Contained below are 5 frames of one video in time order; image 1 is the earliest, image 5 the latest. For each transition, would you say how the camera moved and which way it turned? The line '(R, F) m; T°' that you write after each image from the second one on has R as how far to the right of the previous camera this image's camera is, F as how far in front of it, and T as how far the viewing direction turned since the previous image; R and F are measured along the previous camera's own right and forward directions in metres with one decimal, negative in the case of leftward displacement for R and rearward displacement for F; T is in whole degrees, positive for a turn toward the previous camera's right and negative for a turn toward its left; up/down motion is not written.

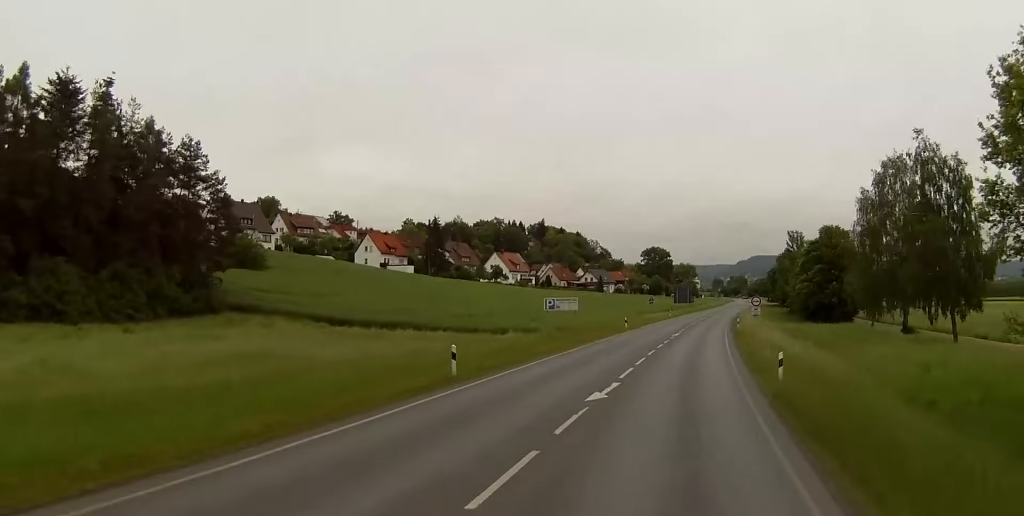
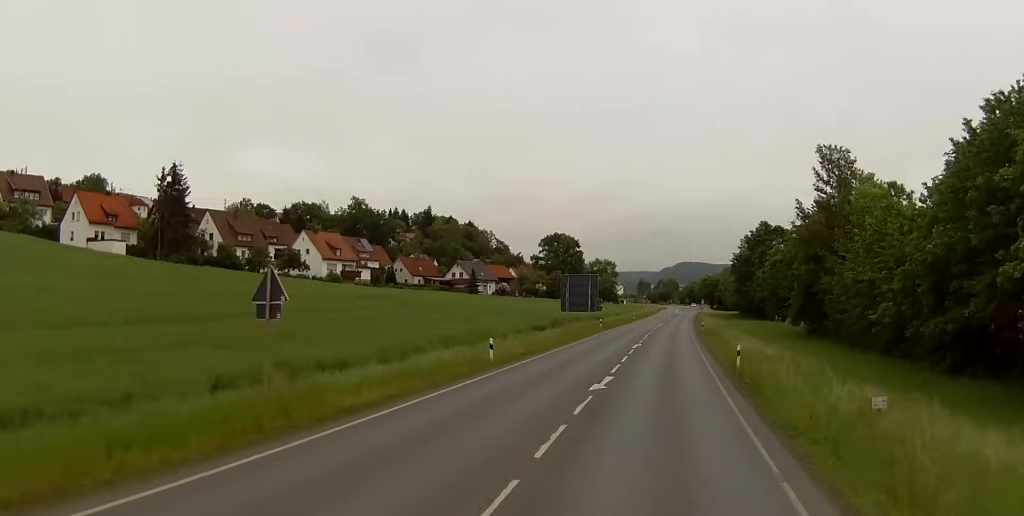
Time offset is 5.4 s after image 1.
(+4.0, +88.7) m; +6°
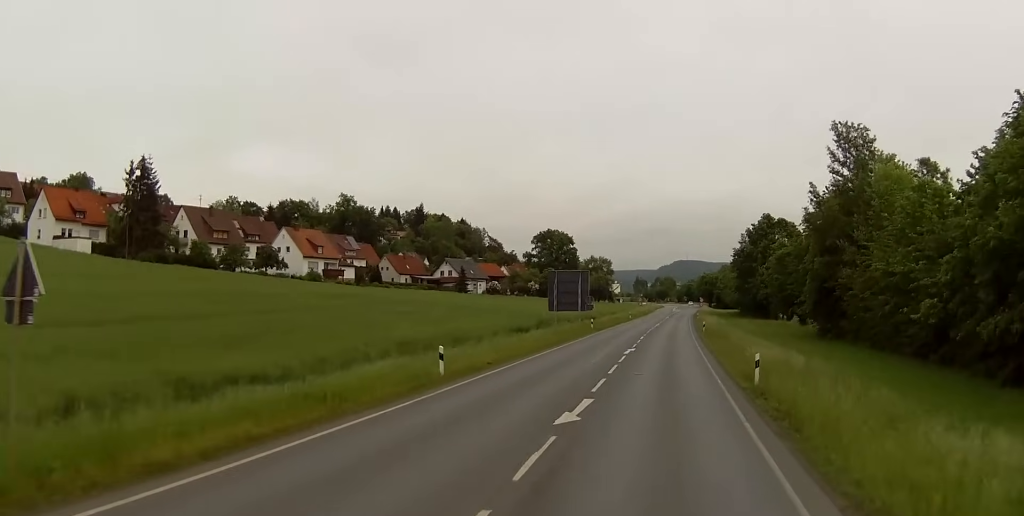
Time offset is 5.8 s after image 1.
(+0.1, +7.3) m; +1°
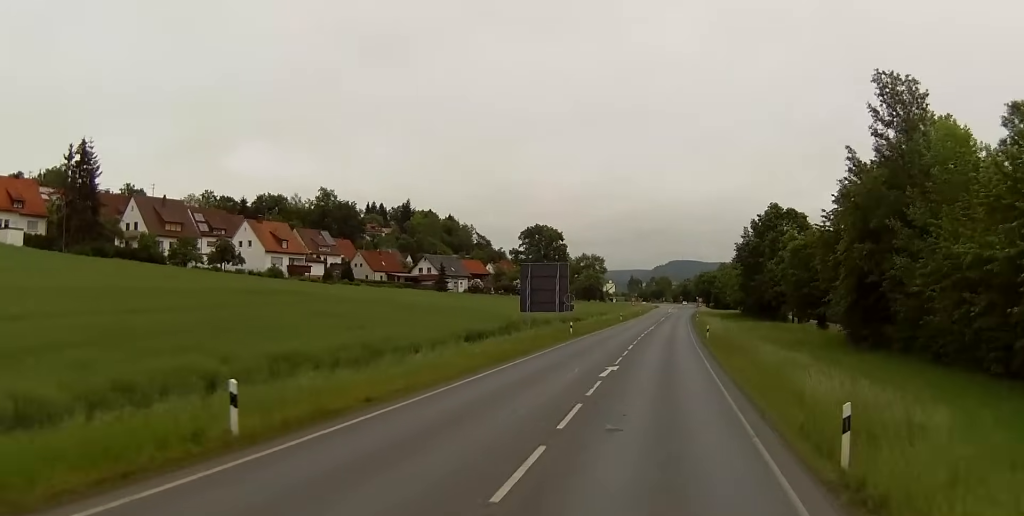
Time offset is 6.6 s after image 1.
(0.0, +13.2) m; 0°
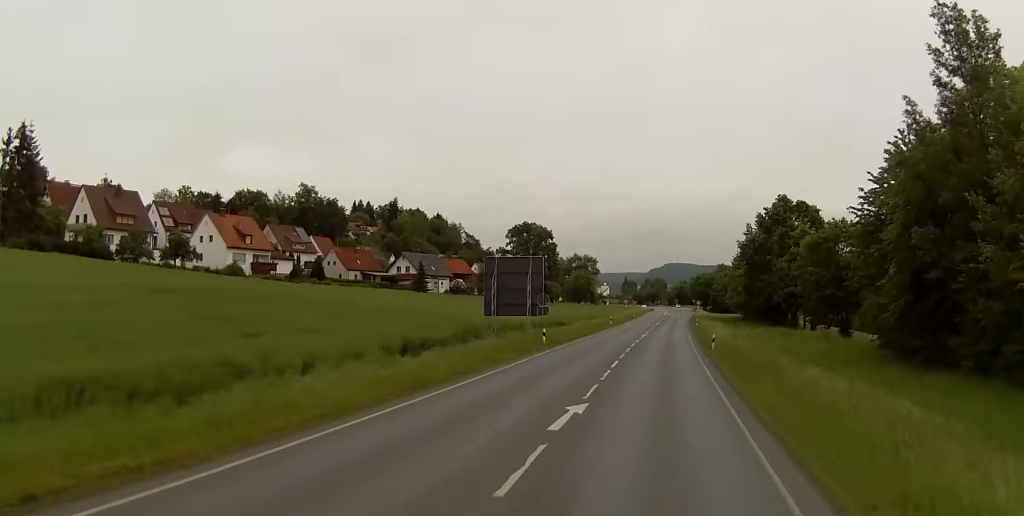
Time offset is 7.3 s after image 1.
(0.0, +11.8) m; 0°
